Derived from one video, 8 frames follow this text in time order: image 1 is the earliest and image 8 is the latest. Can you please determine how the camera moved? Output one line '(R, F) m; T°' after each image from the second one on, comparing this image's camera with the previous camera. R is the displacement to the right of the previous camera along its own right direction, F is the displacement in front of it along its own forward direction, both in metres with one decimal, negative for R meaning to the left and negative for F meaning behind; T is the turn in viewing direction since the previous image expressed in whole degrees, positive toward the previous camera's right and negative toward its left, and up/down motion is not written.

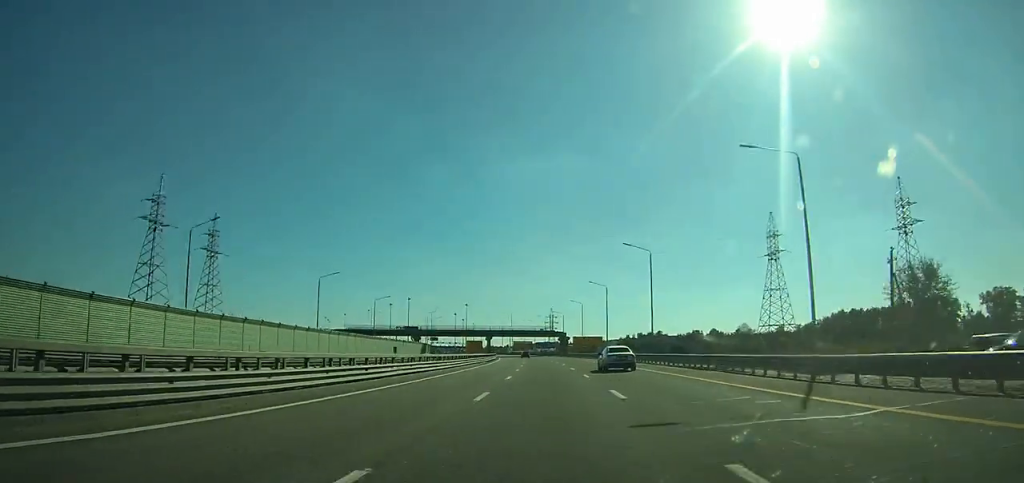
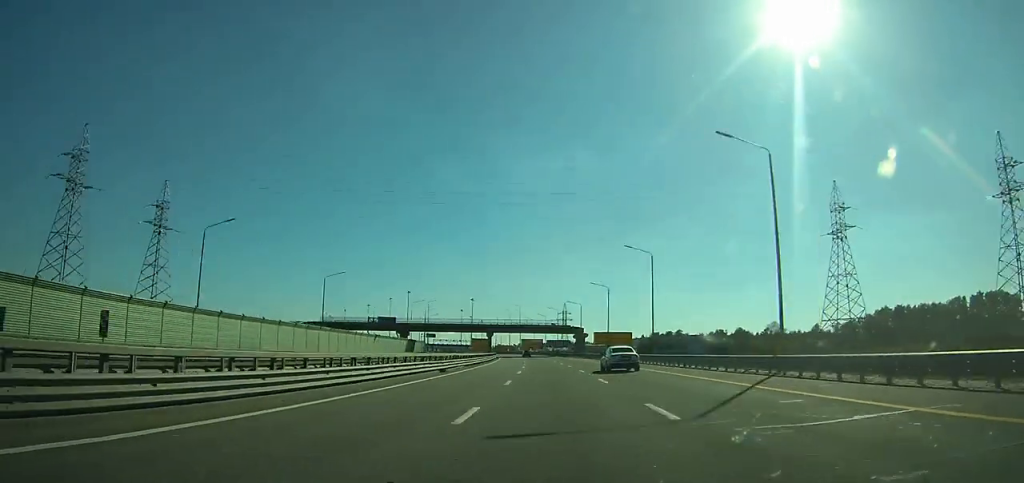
(-0.1, +28.5) m; -1°
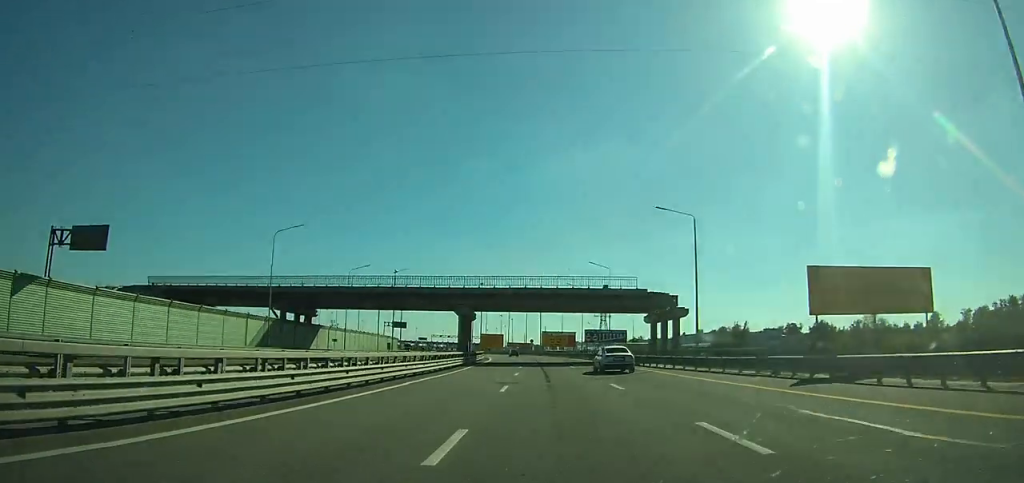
(-1.8, +76.3) m; -3°
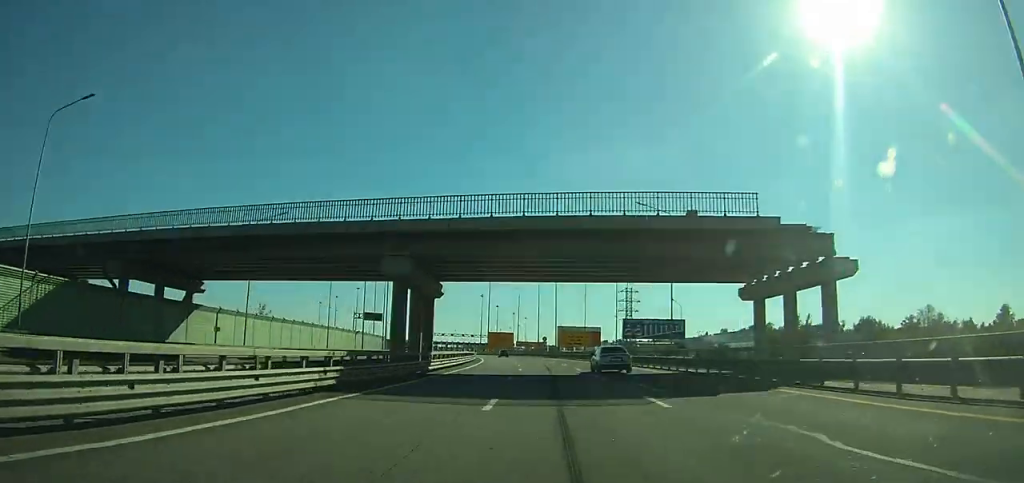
(-0.3, +30.1) m; -2°
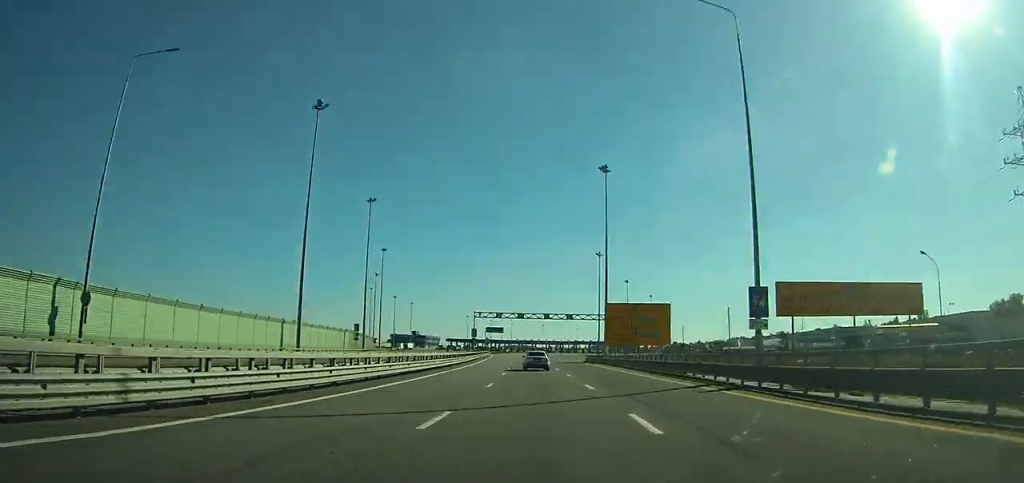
(-11.5, +133.9) m; -10°
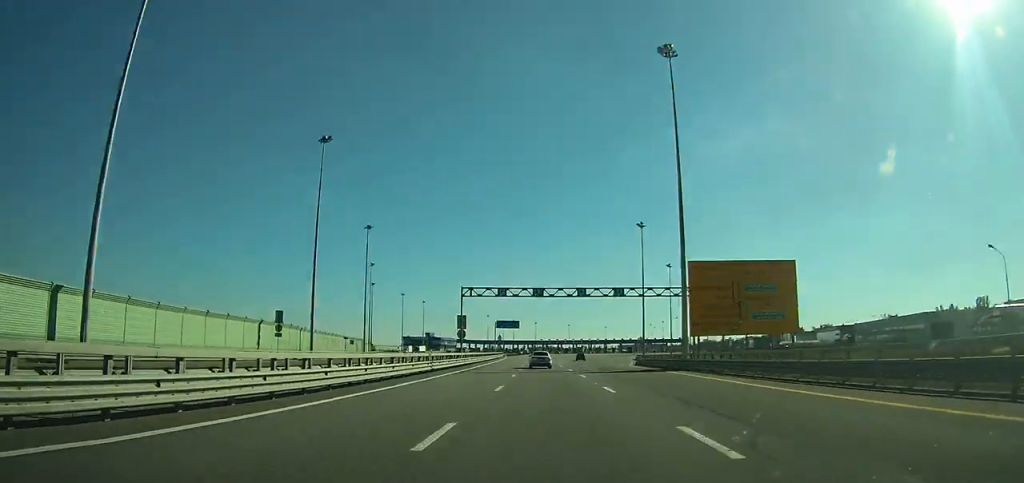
(-0.9, +37.6) m; -2°
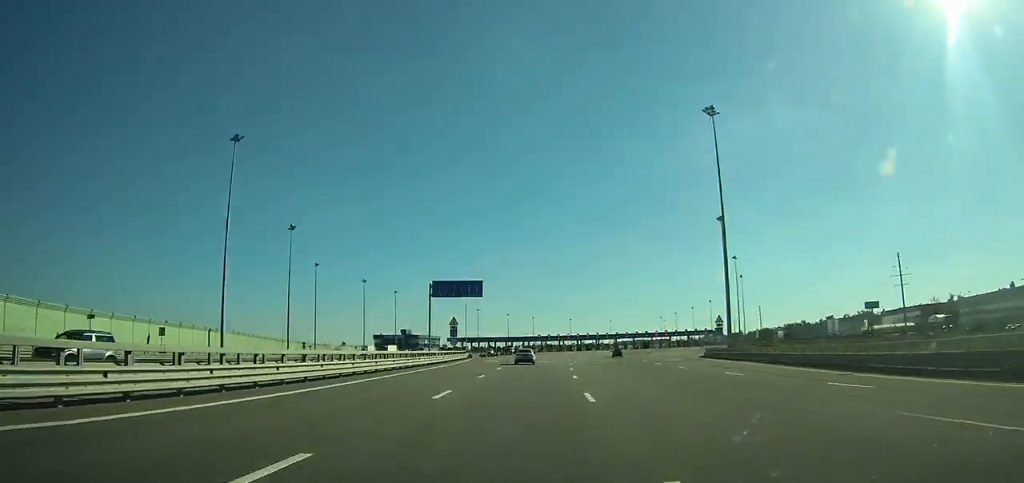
(-1.2, +61.7) m; 0°
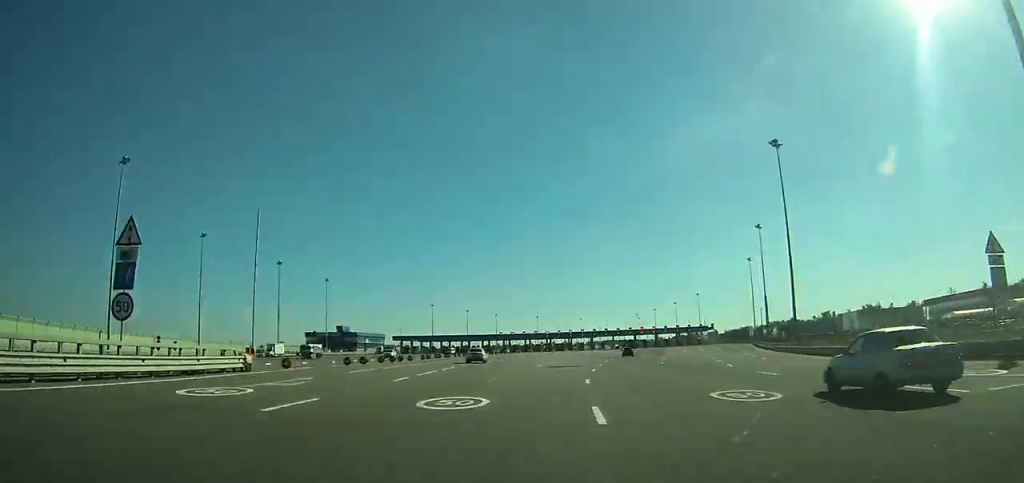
(+0.1, +53.0) m; +2°
